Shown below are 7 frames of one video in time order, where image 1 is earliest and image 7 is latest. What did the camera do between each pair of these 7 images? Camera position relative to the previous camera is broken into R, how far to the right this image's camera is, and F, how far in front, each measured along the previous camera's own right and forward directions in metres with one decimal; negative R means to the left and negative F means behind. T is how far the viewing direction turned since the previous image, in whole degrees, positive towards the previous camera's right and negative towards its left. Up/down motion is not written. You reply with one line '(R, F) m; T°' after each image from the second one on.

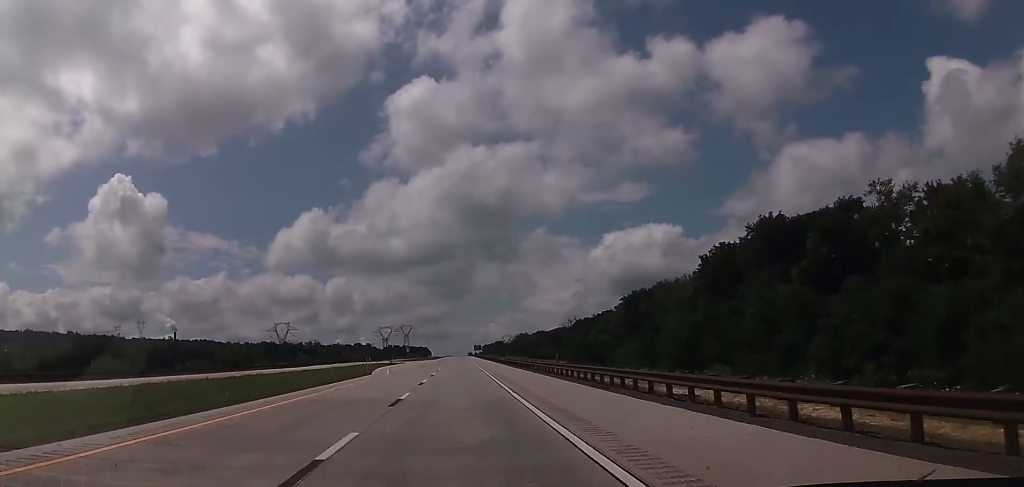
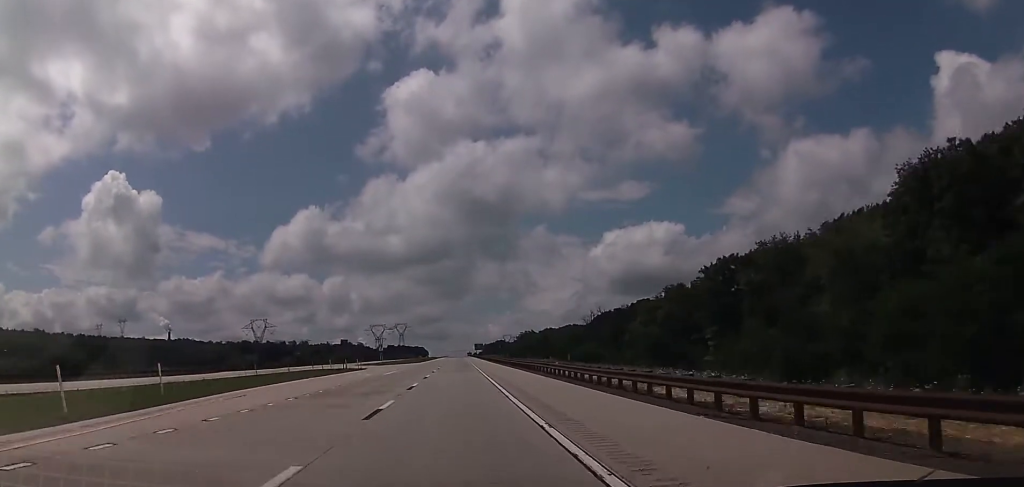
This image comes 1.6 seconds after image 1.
(+0.7, +51.9) m; +1°
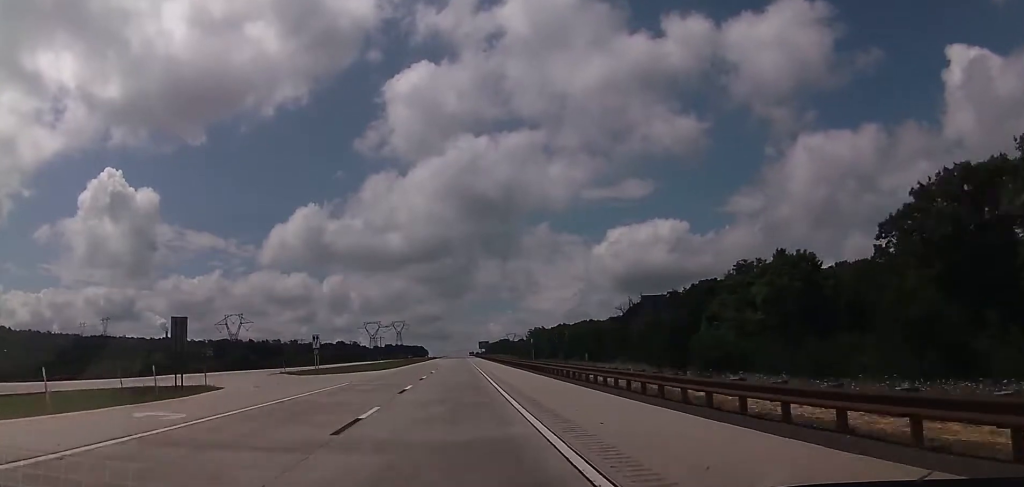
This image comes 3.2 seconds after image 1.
(-0.5, +50.9) m; -1°
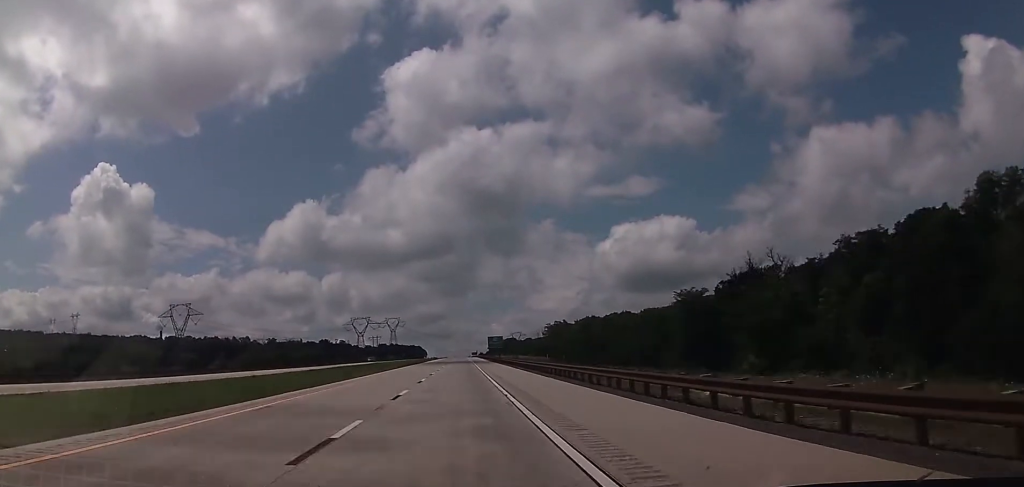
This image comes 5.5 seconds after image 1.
(0.0, +76.1) m; +1°
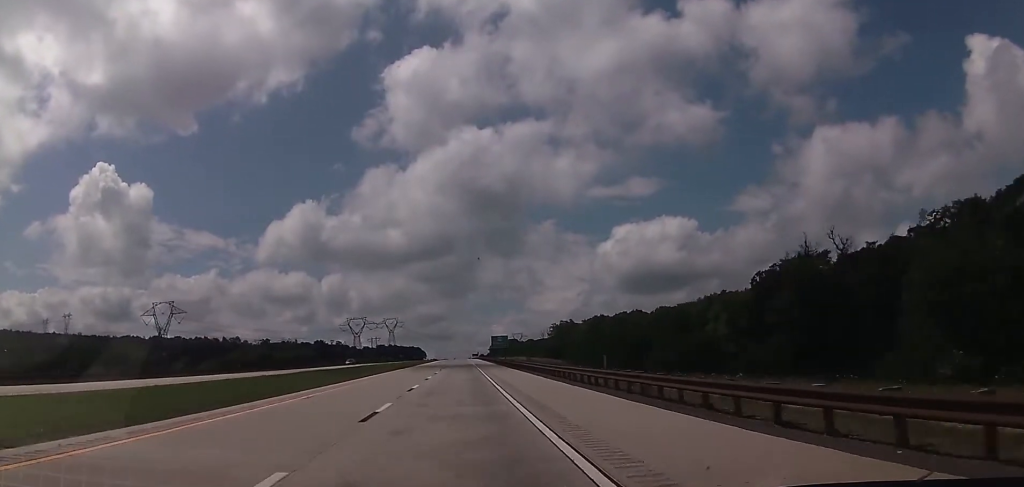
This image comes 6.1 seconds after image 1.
(0.0, +18.5) m; 0°
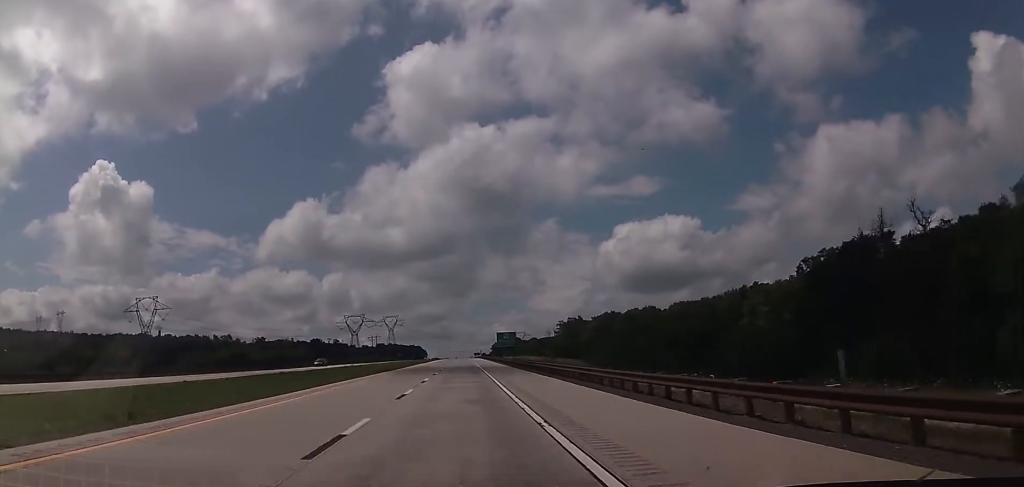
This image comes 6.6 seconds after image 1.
(+0.3, +17.5) m; 0°
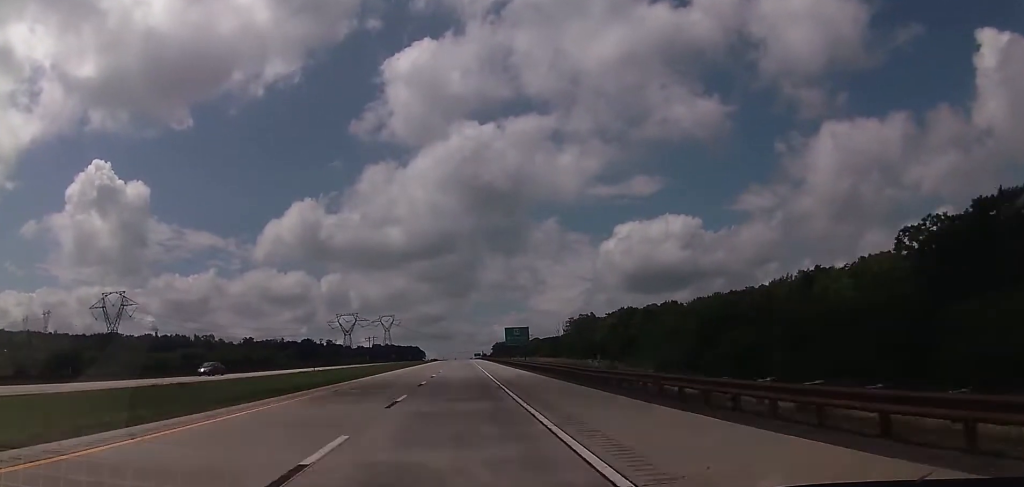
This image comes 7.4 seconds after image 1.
(-0.1, +27.4) m; 0°
